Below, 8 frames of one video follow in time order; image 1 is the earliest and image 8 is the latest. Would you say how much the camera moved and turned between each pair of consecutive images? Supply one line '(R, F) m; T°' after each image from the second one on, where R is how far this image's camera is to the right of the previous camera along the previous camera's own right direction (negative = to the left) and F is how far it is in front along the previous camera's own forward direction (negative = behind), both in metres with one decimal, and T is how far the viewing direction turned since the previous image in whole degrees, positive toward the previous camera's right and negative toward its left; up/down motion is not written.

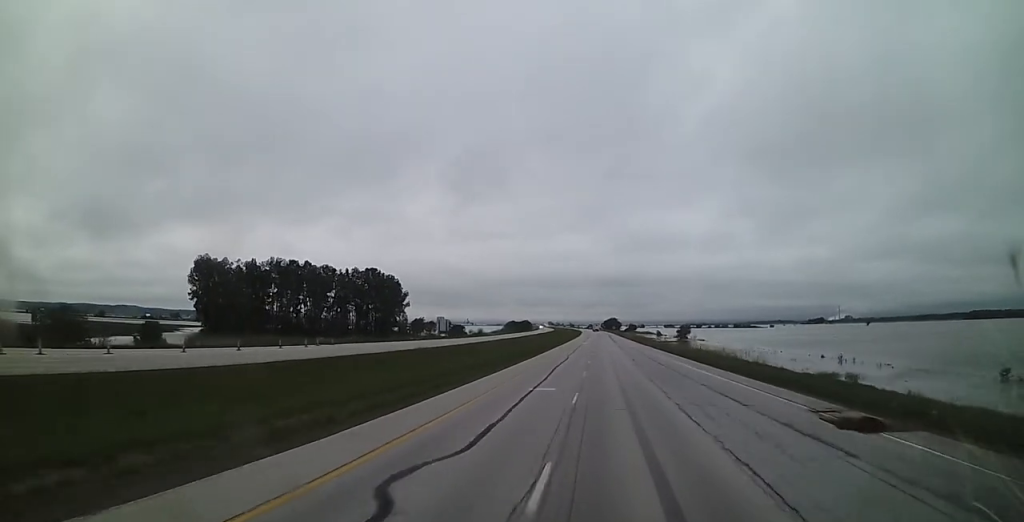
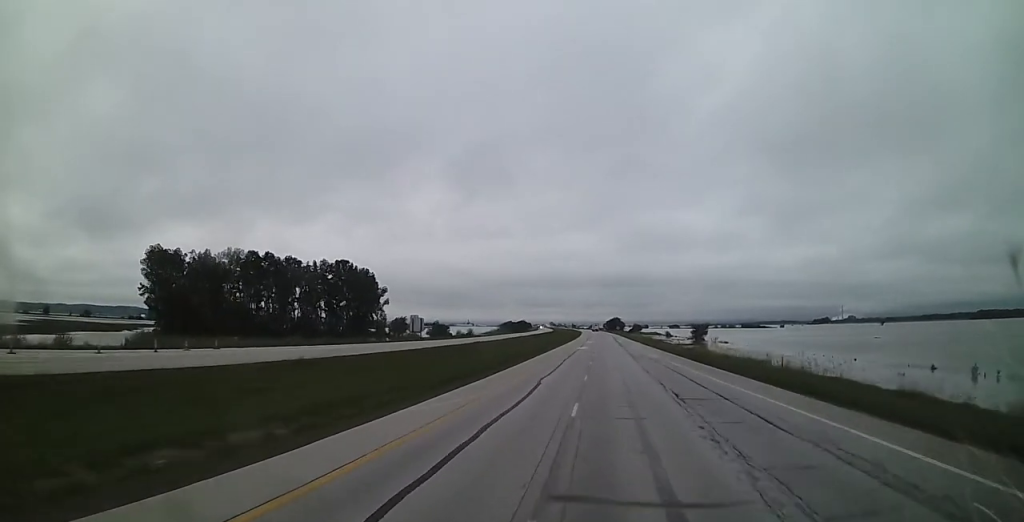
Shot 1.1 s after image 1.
(0.0, +28.1) m; 0°
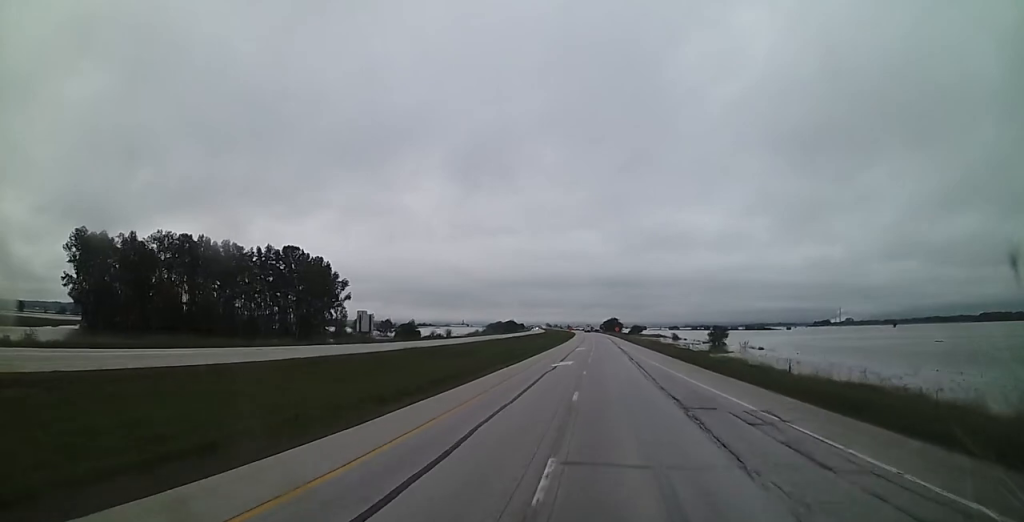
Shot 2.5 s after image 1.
(0.0, +33.2) m; 0°
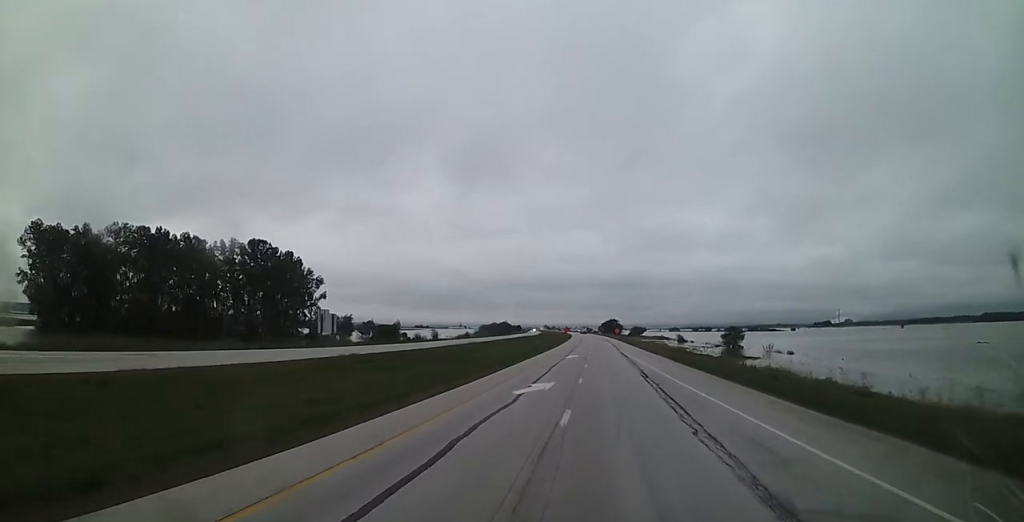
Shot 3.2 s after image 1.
(0.0, +17.3) m; 0°
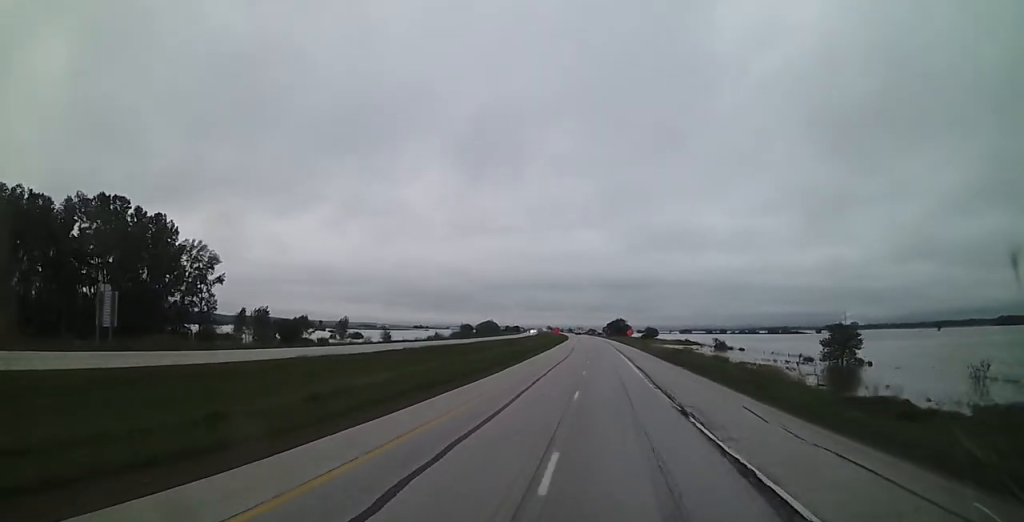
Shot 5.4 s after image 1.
(-0.1, +55.8) m; 0°
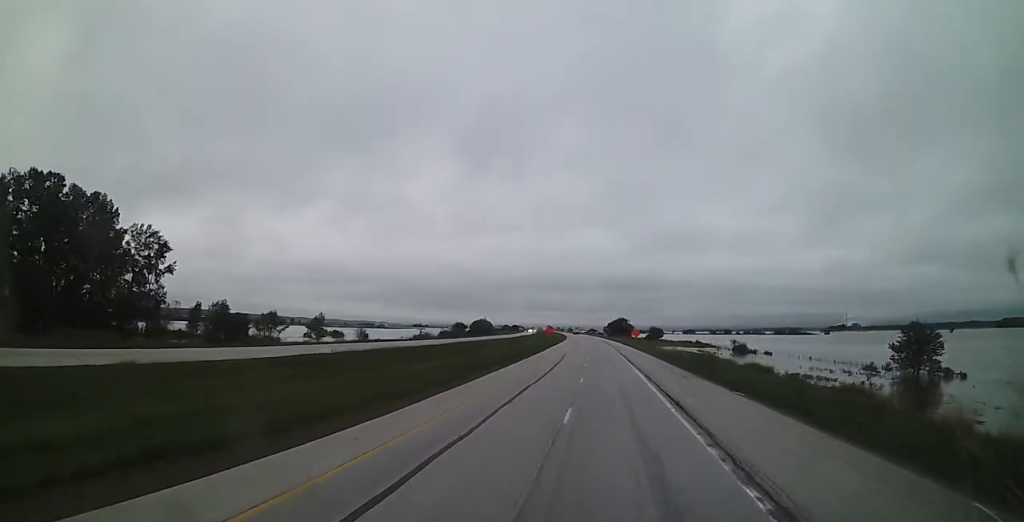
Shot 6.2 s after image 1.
(0.0, +18.0) m; 0°
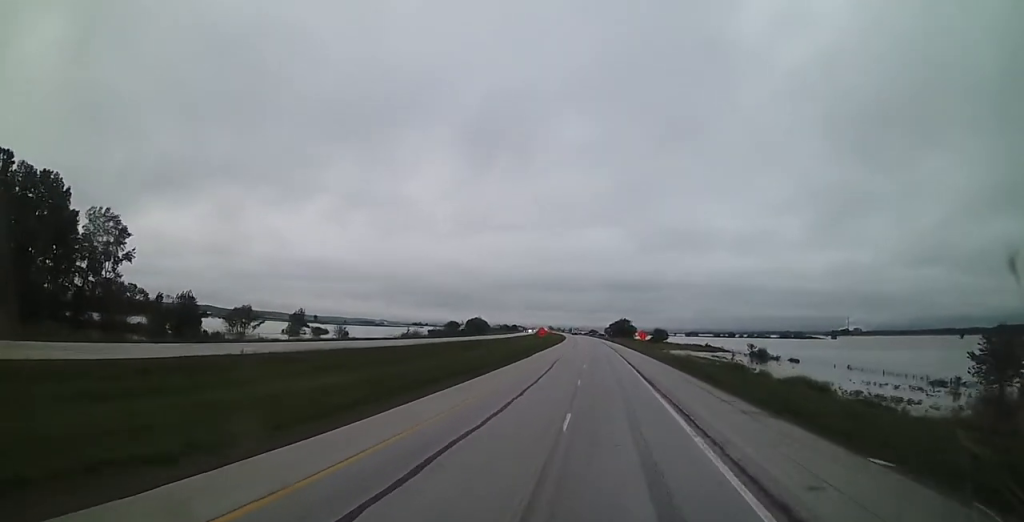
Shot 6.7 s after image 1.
(0.0, +13.1) m; 0°
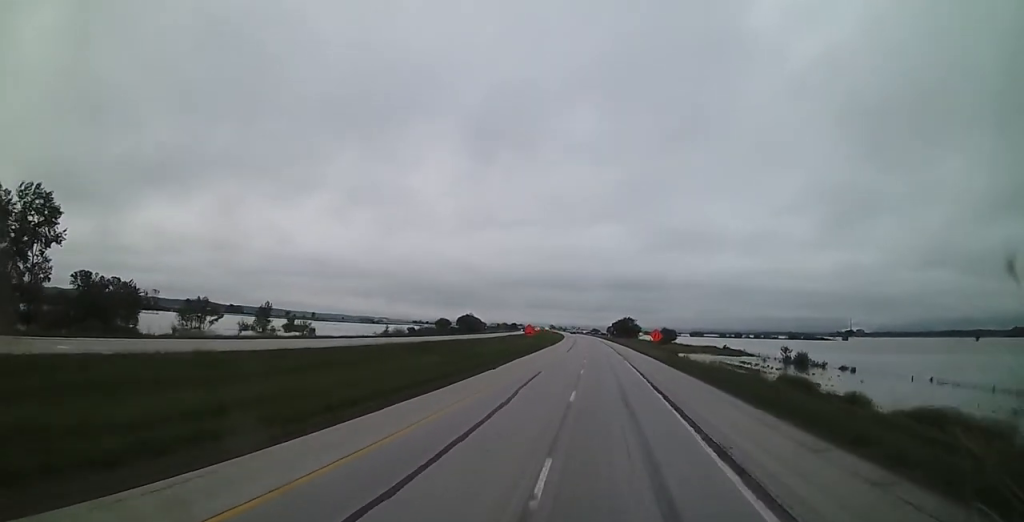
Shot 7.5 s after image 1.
(0.0, +18.8) m; 0°
